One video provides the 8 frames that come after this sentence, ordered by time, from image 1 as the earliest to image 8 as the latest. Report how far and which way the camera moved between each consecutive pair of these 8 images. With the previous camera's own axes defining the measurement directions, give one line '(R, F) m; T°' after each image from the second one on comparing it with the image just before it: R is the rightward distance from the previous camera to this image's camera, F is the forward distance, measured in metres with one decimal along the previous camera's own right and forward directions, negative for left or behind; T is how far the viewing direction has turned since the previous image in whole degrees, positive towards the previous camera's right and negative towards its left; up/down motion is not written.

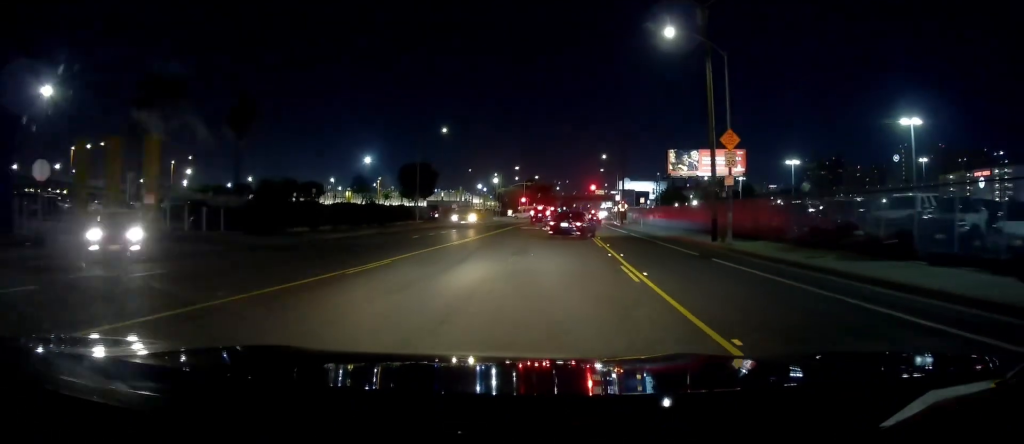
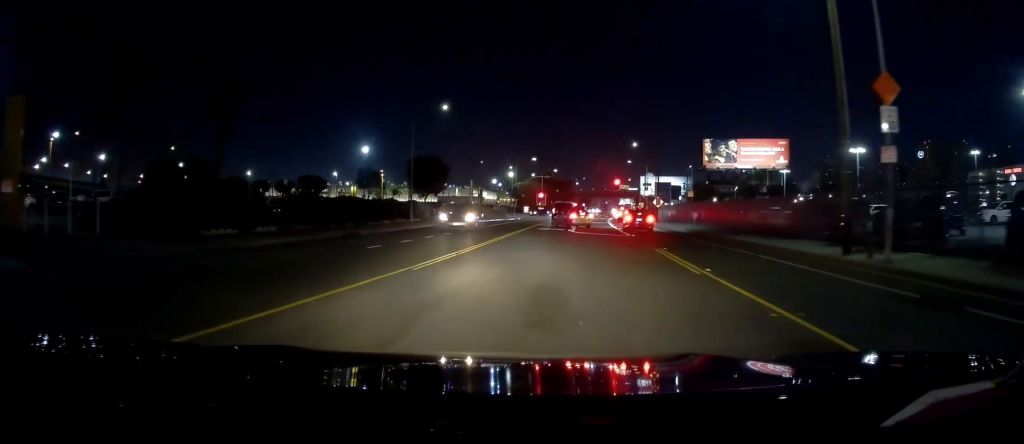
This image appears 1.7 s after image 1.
(0.0, +12.2) m; -2°
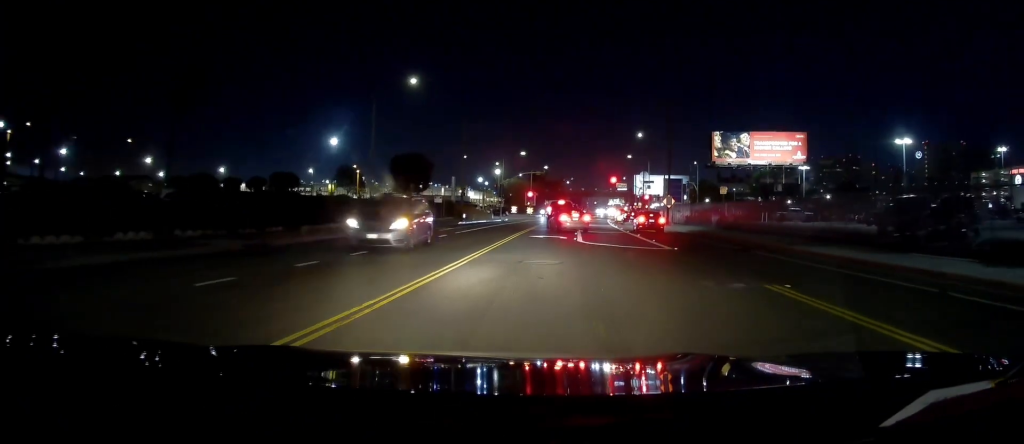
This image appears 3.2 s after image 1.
(0.0, +11.0) m; 0°
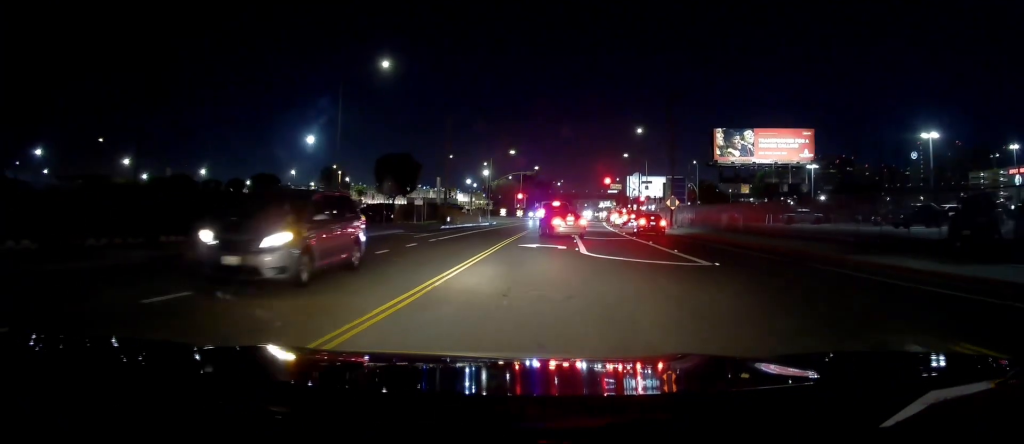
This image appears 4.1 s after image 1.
(0.0, +5.7) m; 0°
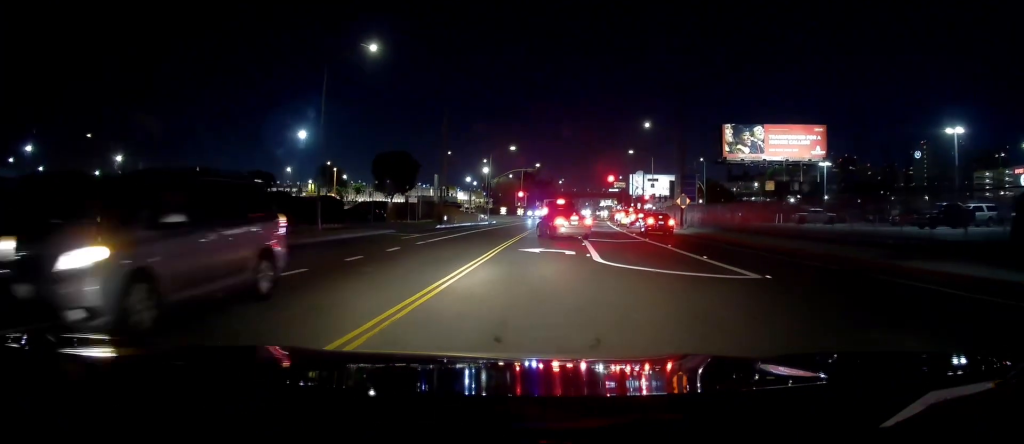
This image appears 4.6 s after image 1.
(0.0, +3.5) m; 0°
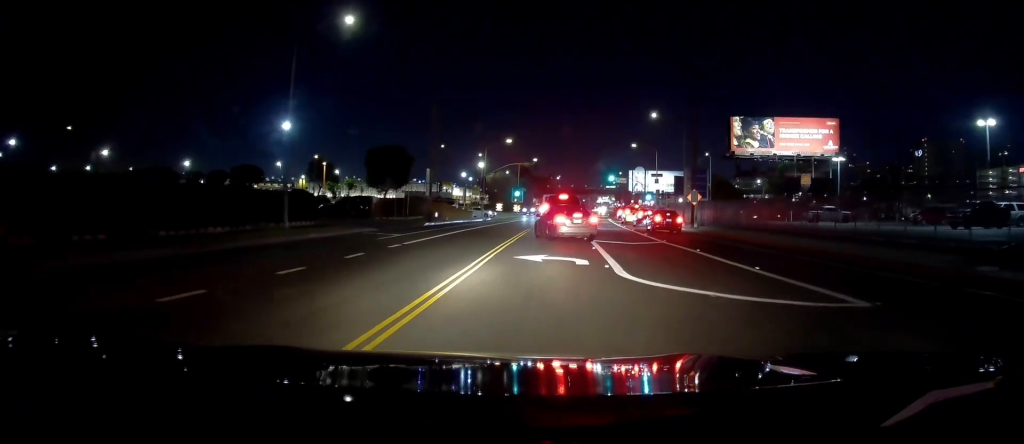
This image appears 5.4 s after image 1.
(-0.1, +4.8) m; +3°
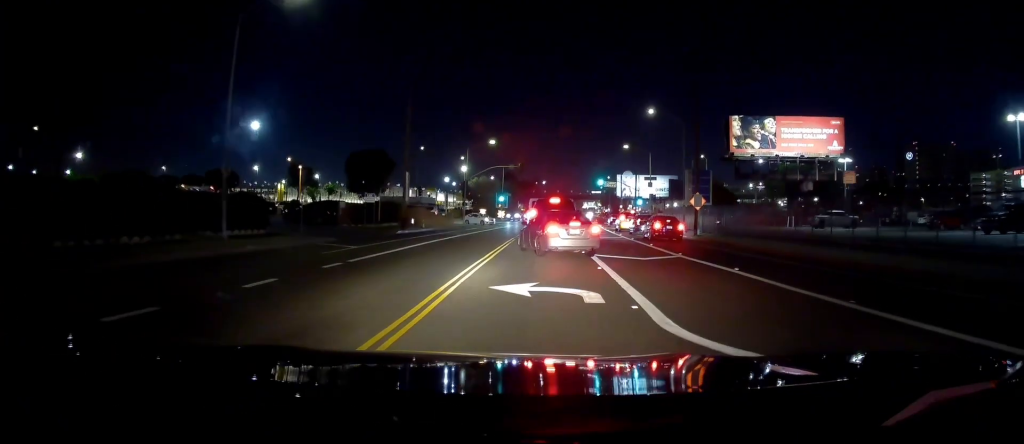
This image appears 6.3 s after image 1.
(+0.4, +5.5) m; +1°
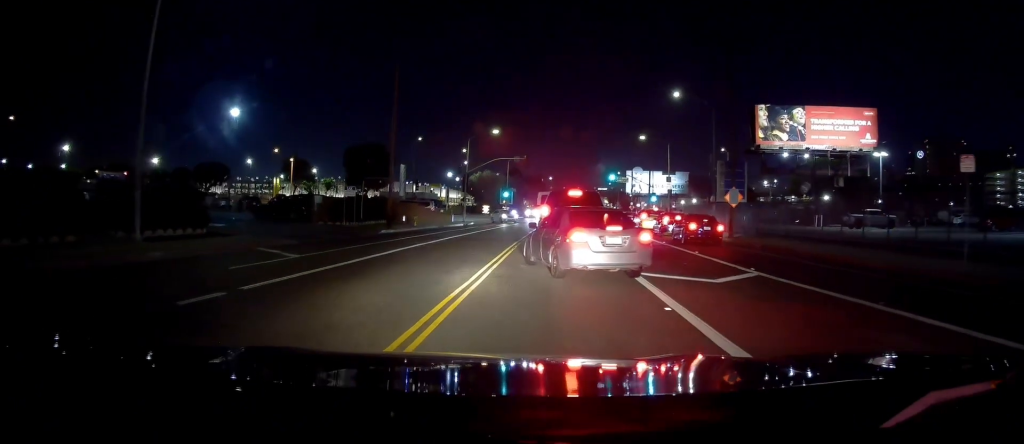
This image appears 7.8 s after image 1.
(-0.4, +6.5) m; -1°
